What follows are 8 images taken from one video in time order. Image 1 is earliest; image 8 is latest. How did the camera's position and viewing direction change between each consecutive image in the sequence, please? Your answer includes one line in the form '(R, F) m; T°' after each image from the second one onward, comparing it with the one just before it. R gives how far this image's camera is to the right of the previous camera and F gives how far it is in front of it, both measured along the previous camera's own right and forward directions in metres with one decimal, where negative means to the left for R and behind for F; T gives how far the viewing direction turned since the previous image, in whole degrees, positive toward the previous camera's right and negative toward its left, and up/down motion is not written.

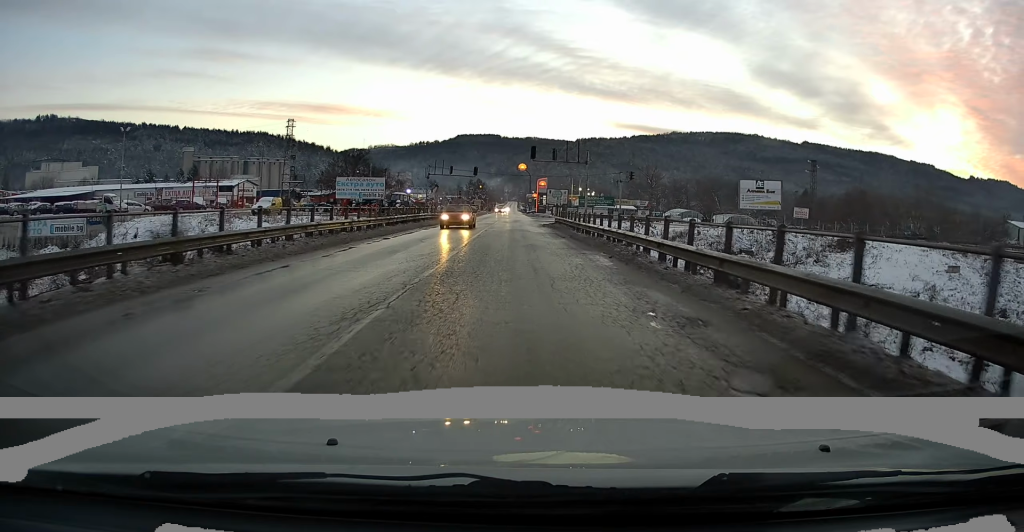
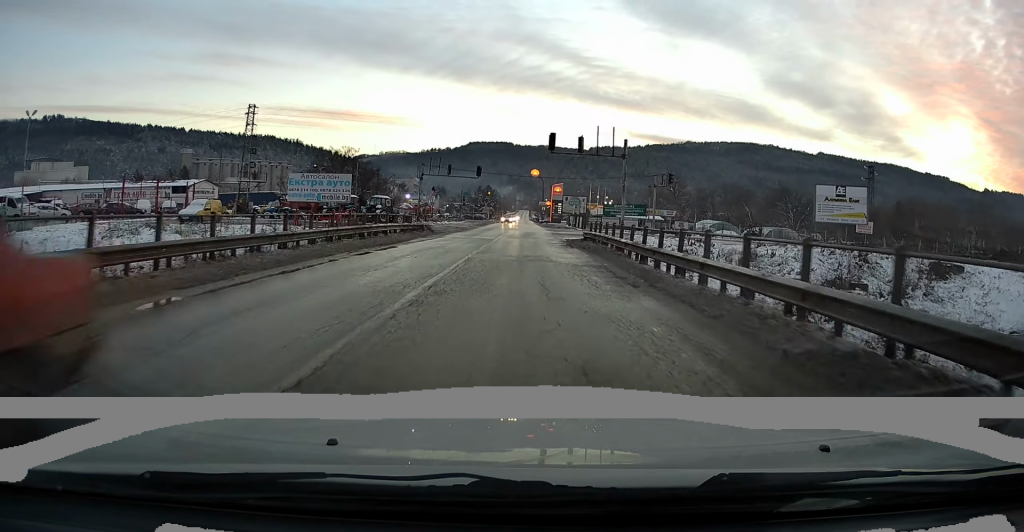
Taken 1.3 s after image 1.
(+0.1, +14.6) m; 0°
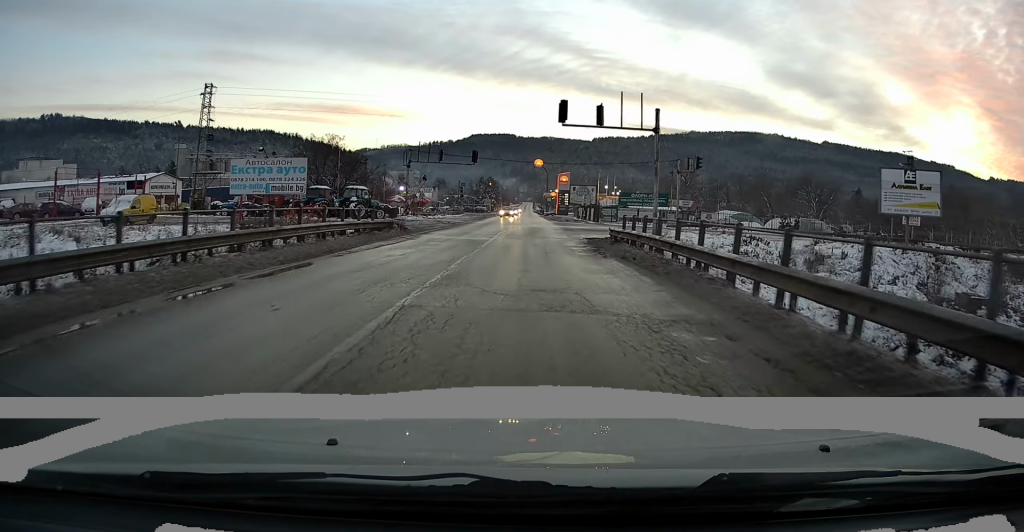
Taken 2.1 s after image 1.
(-0.1, +9.2) m; -1°
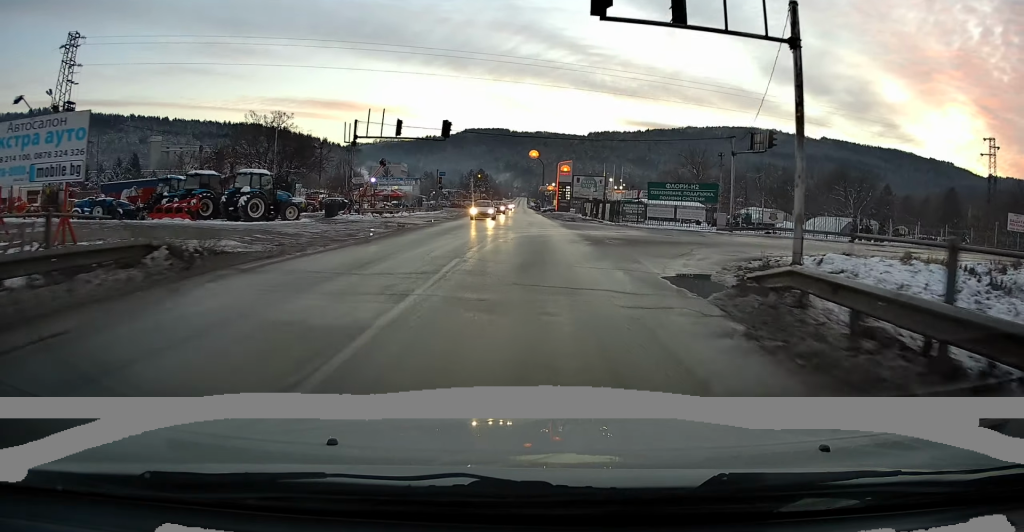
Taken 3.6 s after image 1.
(0.0, +17.6) m; 0°
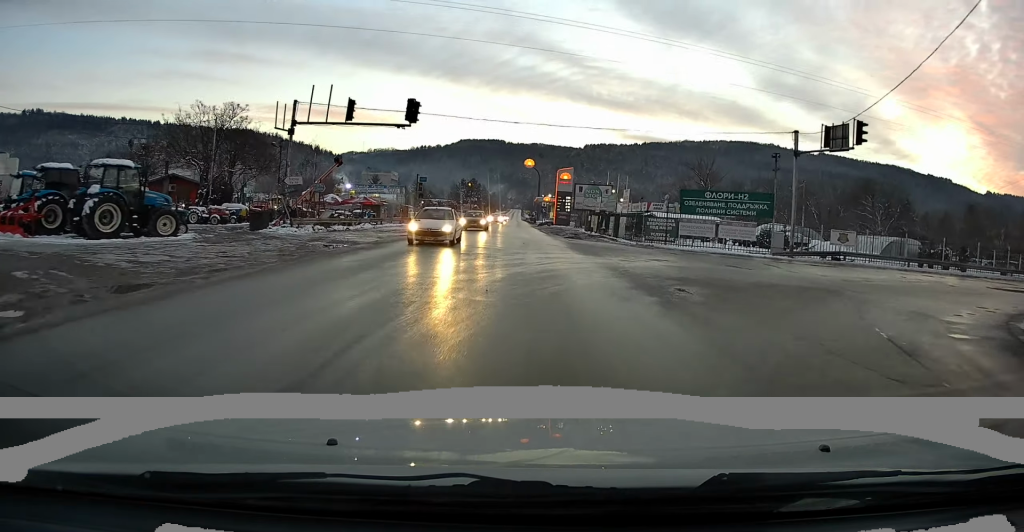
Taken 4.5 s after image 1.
(0.0, +11.0) m; 0°
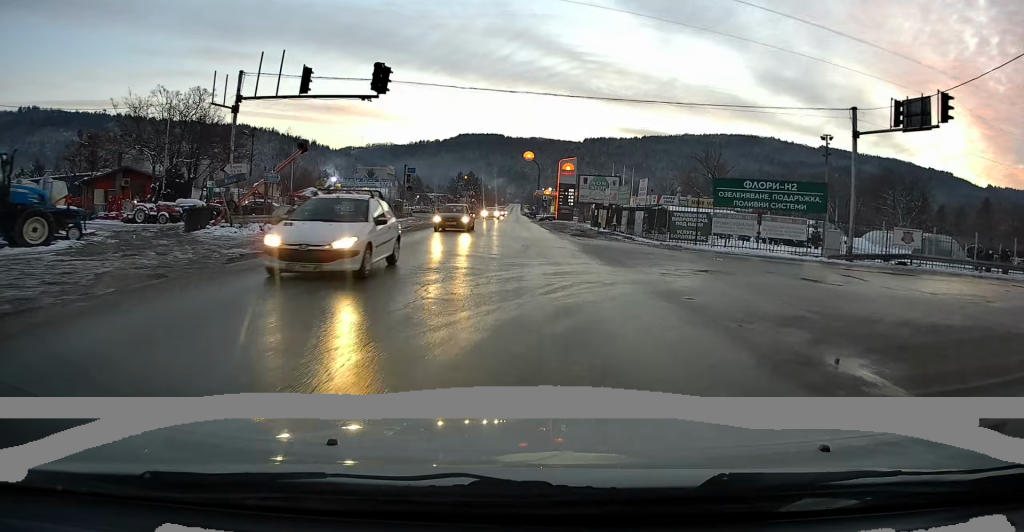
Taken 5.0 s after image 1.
(0.0, +6.3) m; 0°
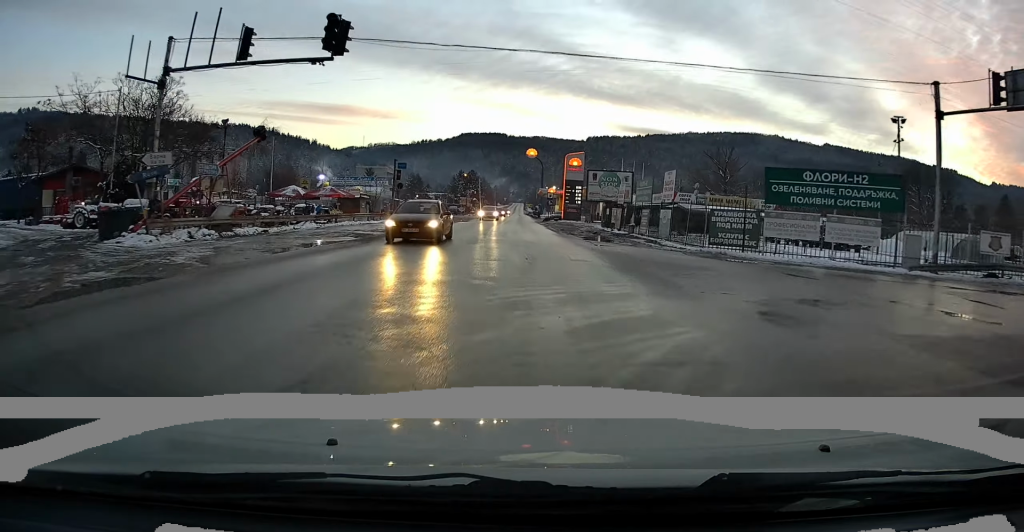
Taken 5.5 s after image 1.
(0.0, +5.9) m; 0°
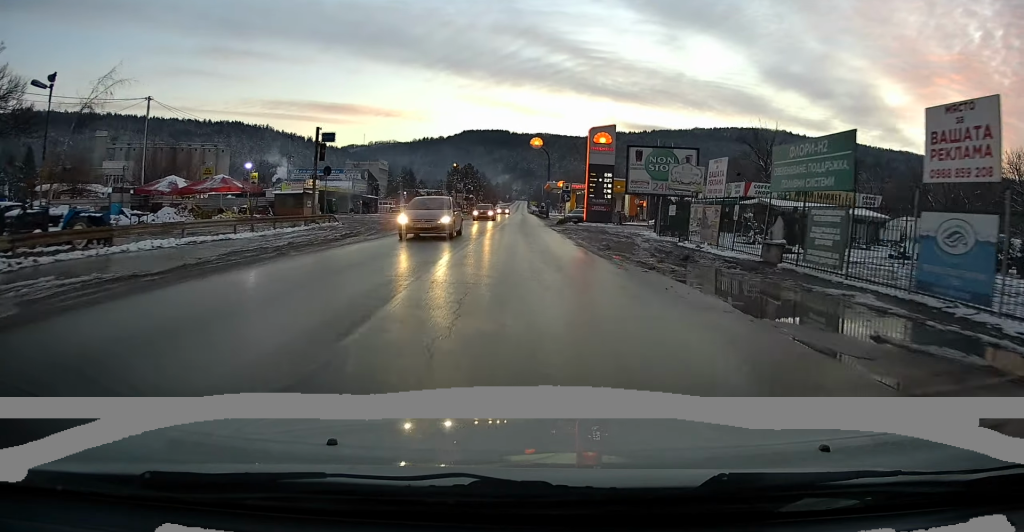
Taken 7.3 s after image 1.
(-0.2, +21.1) m; -1°
